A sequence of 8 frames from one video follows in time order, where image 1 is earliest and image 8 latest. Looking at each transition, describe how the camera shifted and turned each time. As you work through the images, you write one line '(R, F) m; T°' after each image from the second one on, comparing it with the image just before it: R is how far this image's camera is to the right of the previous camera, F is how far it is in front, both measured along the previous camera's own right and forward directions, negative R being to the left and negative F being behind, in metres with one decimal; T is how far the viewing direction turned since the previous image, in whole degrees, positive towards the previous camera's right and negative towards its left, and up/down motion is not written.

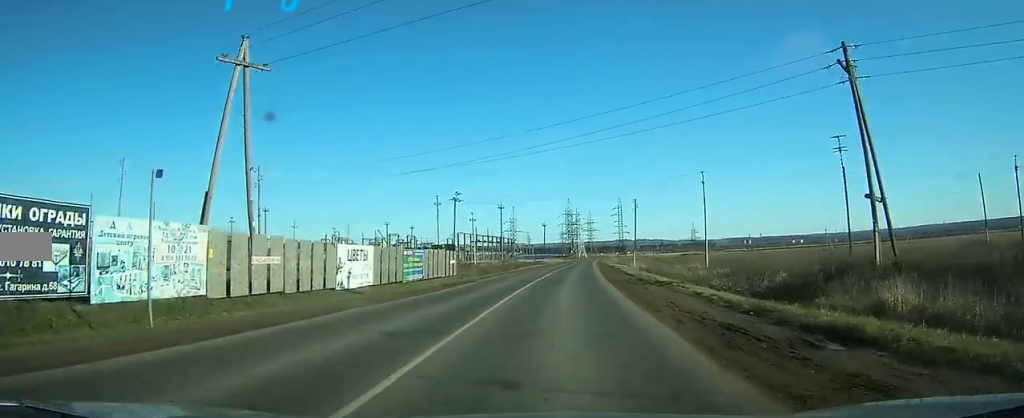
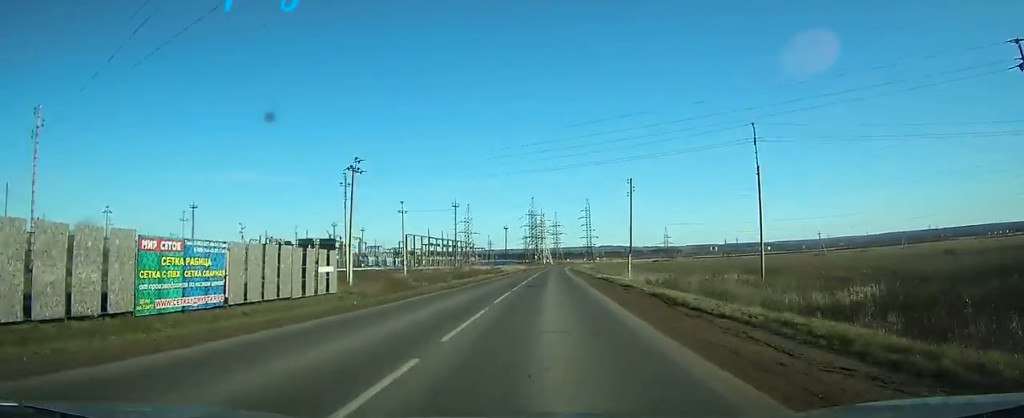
(+1.1, +23.3) m; +5°
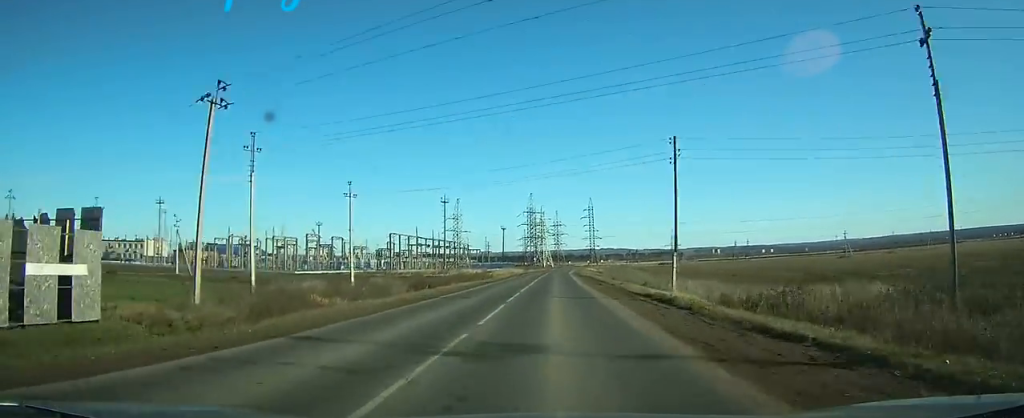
(+0.5, +18.7) m; +1°
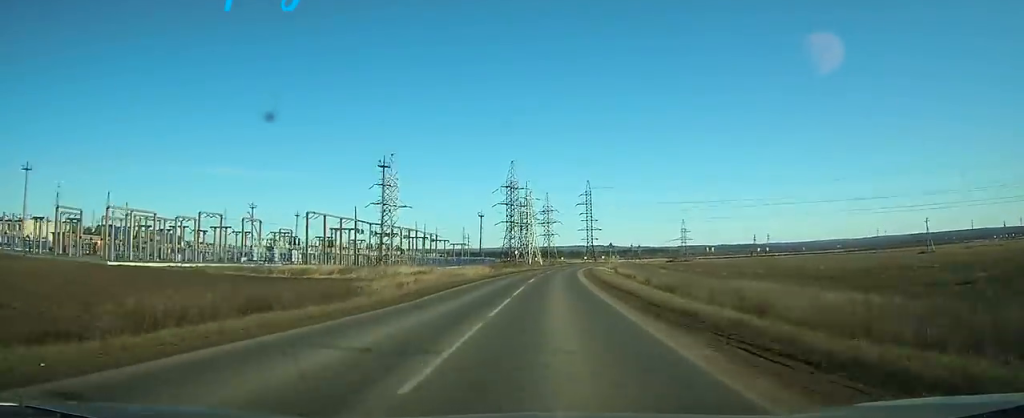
(+0.4, +51.6) m; 0°
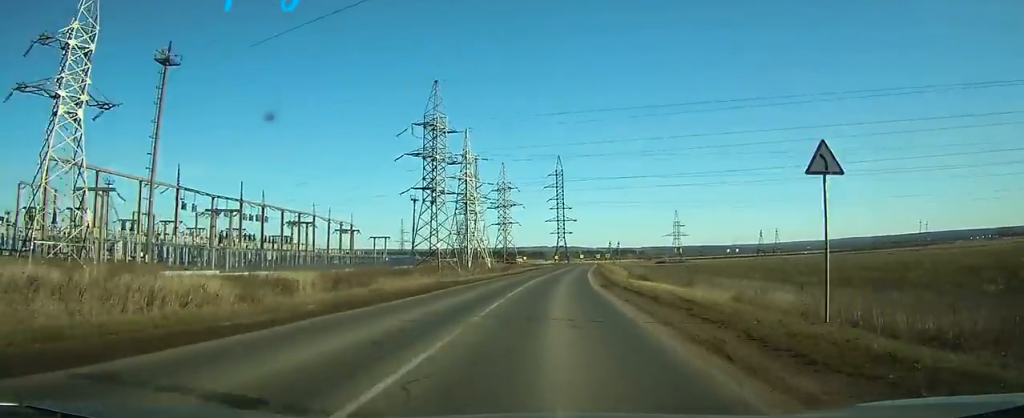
(+0.6, +62.0) m; +2°
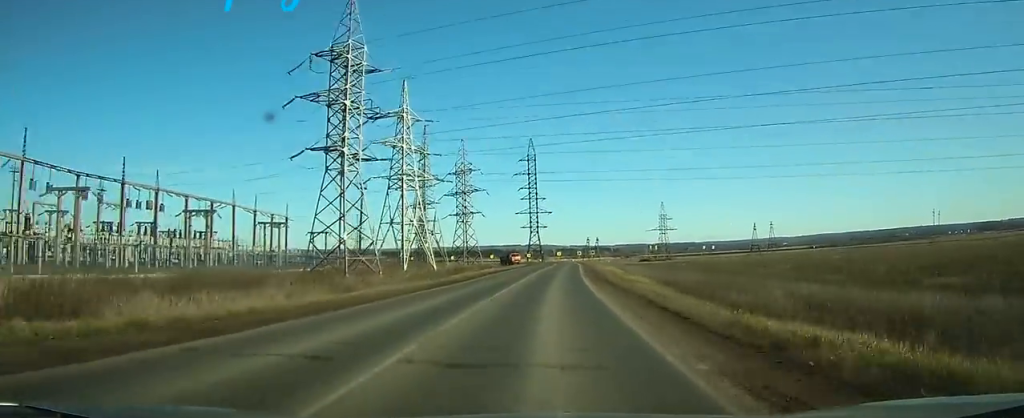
(+0.4, +25.9) m; +2°
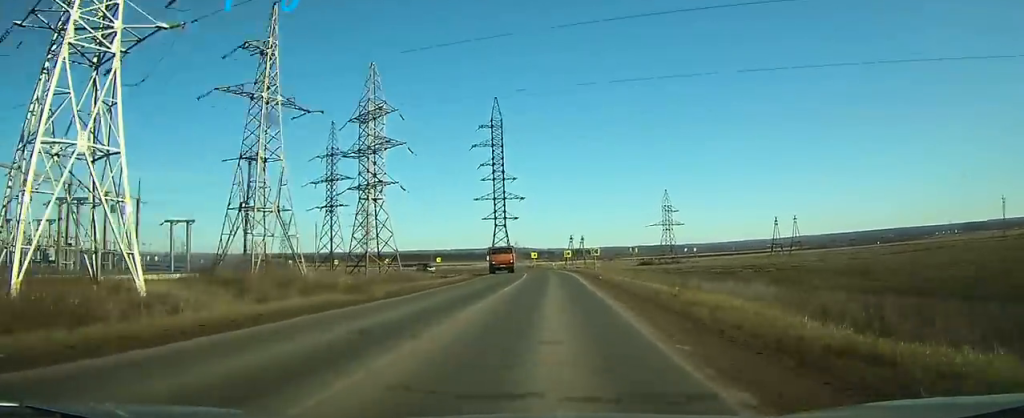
(+2.1, +46.9) m; +4°
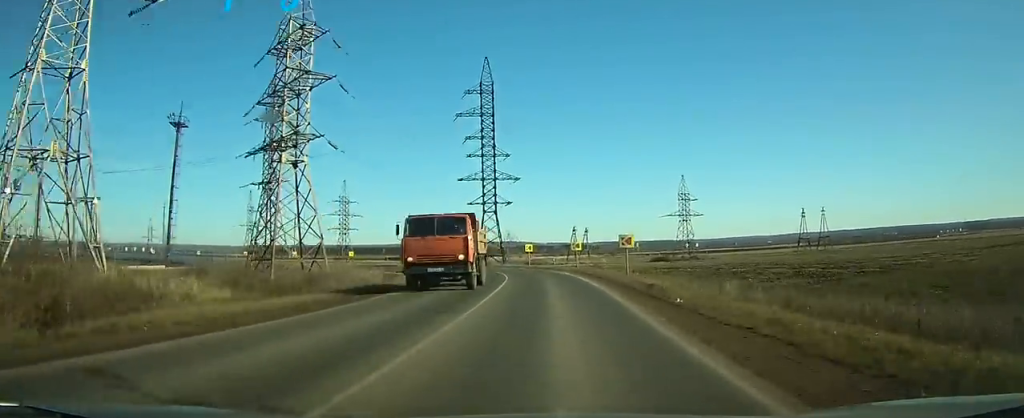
(+0.3, +22.7) m; +1°
